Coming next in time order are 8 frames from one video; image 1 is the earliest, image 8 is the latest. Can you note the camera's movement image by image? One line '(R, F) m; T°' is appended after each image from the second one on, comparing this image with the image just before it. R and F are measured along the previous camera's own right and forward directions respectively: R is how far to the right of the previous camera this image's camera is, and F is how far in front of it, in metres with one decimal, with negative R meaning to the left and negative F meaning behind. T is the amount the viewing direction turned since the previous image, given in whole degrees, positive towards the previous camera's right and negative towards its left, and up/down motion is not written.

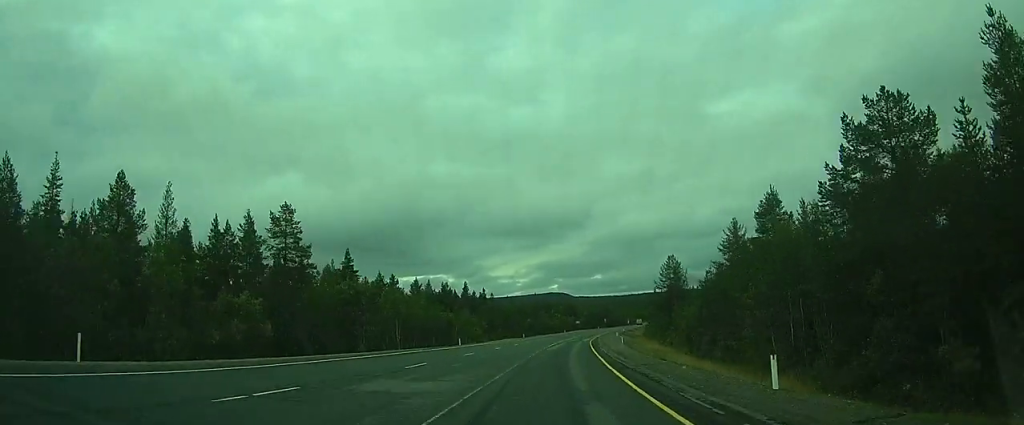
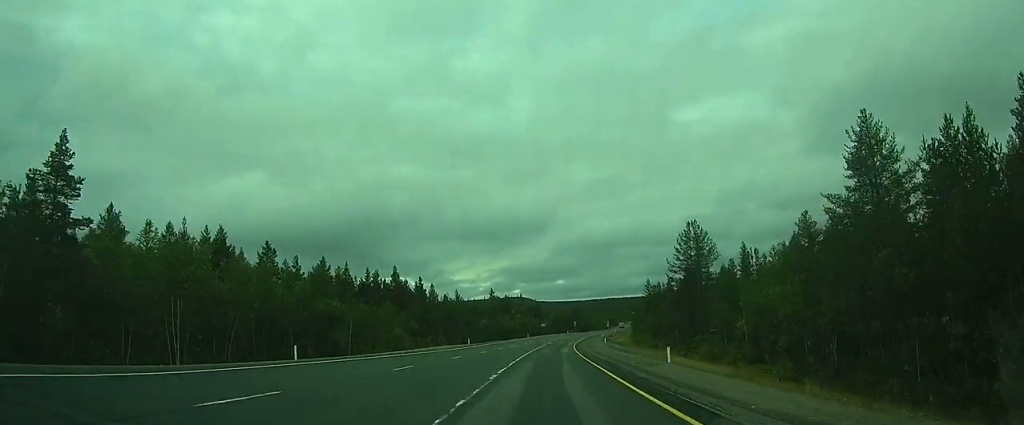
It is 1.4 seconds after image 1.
(+1.2, +39.0) m; +3°
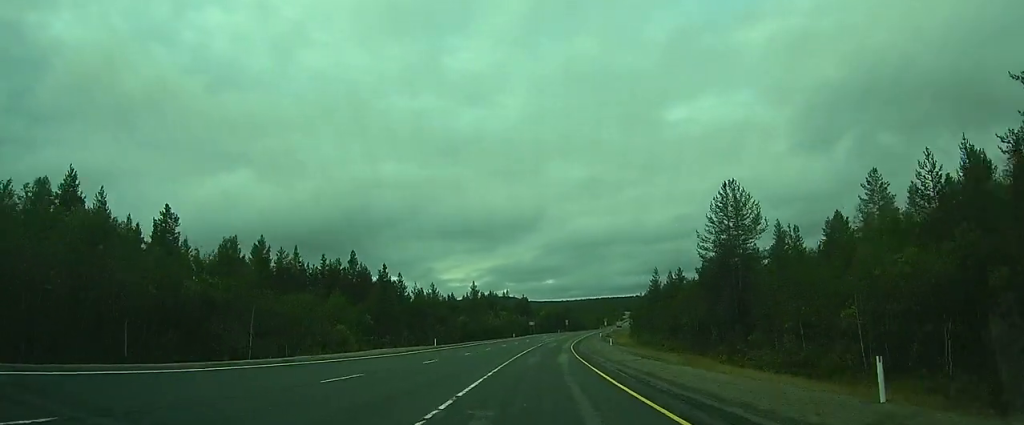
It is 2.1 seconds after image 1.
(+0.4, +18.5) m; +1°
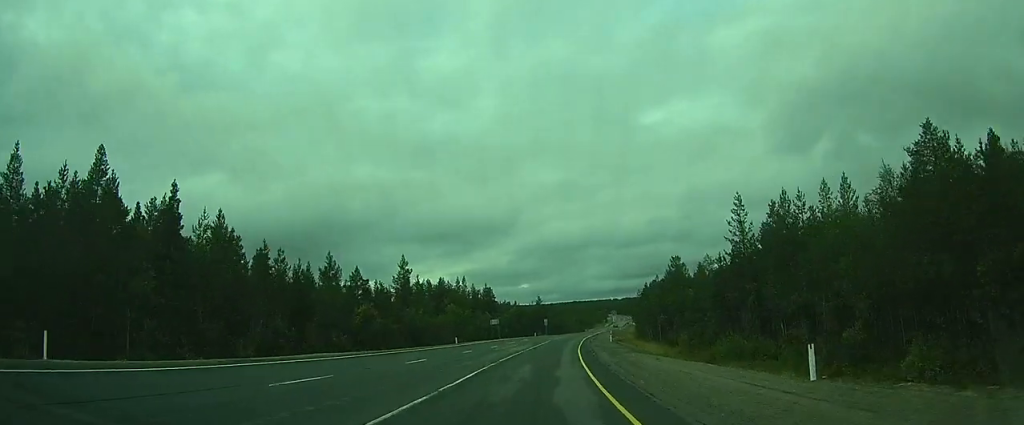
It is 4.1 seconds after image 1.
(+2.5, +49.5) m; +6°
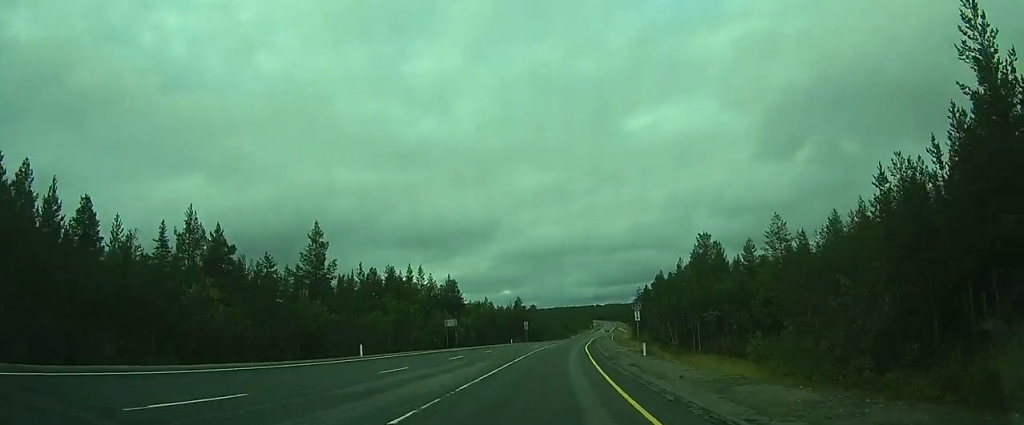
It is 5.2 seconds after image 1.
(+0.3, +28.6) m; +1°
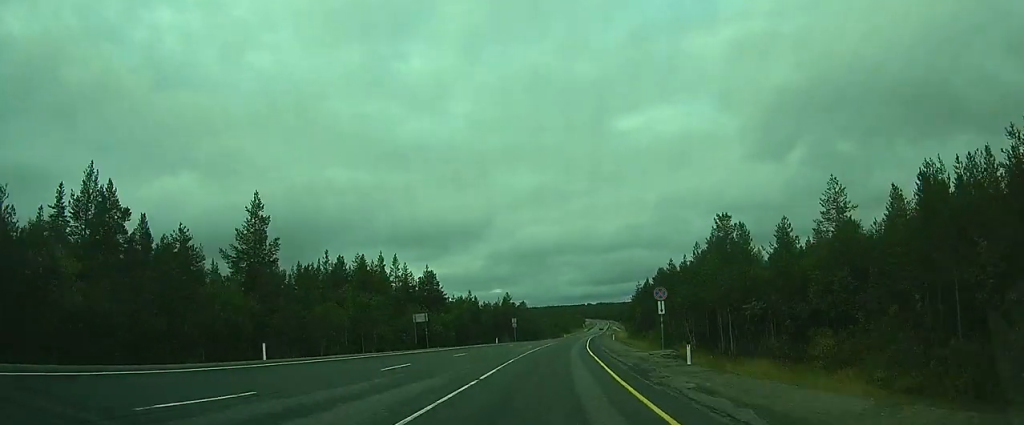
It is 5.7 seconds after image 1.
(0.0, +11.7) m; 0°
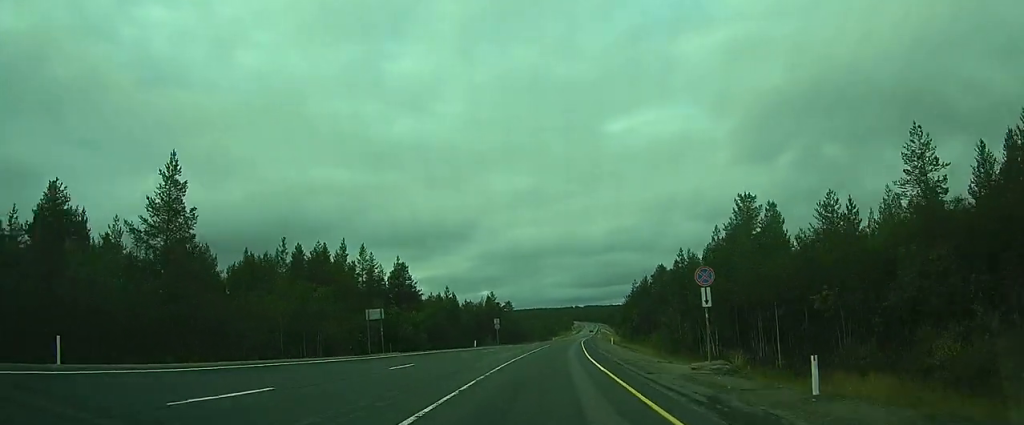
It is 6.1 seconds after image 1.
(0.0, +10.8) m; 0°
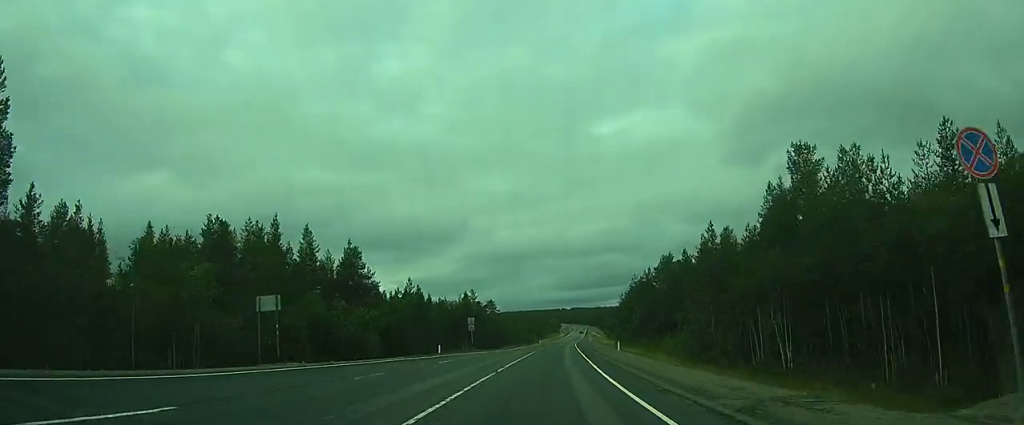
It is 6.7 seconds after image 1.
(0.0, +14.9) m; 0°
